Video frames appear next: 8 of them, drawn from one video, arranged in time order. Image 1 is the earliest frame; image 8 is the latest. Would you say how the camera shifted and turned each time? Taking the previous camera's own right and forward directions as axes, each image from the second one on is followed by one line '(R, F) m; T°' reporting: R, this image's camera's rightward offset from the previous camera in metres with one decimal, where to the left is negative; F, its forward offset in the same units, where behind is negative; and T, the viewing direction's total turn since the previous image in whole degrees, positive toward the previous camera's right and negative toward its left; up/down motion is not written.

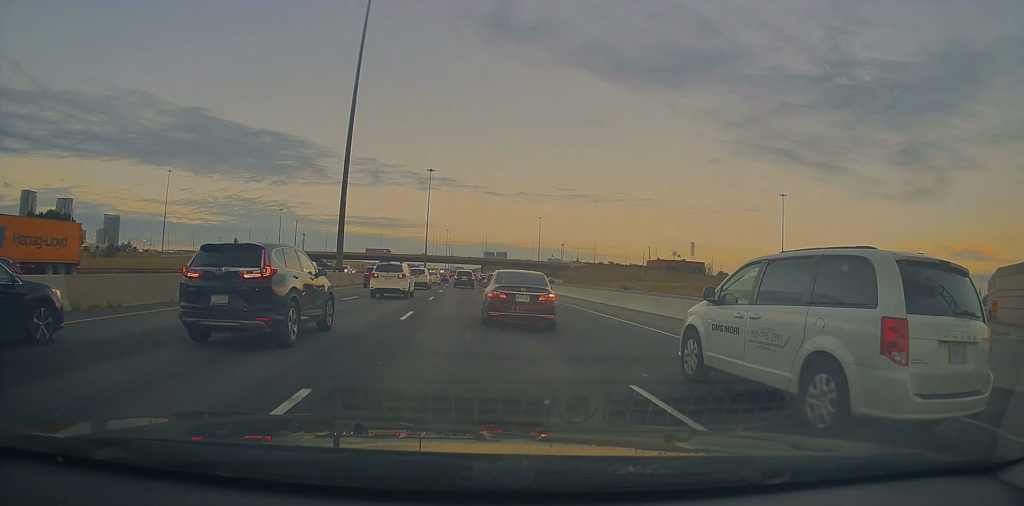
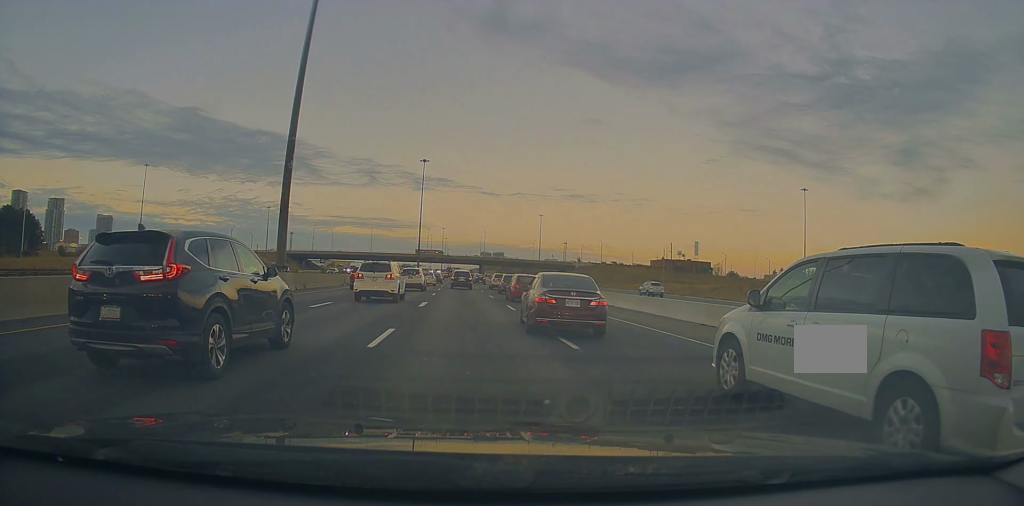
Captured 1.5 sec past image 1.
(+0.1, +18.2) m; +1°
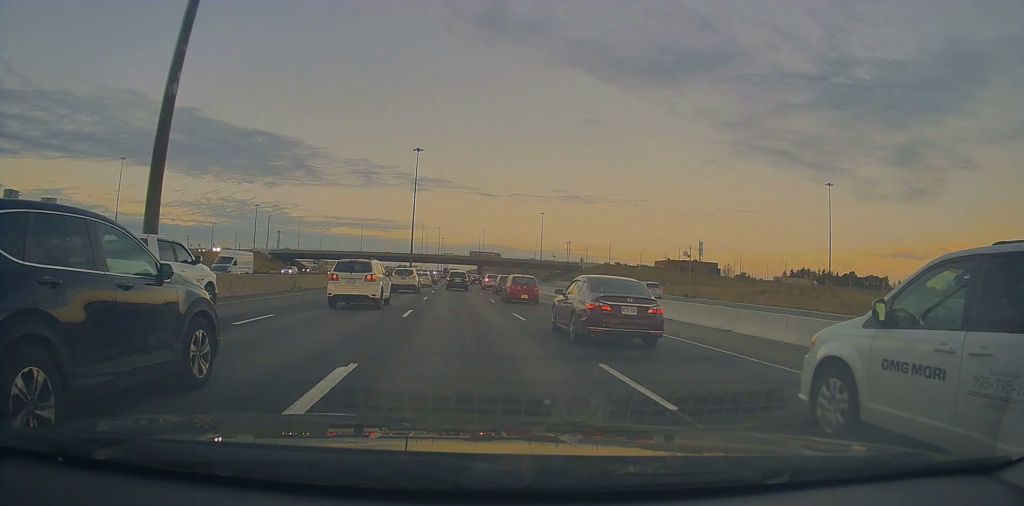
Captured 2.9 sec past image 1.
(+0.2, +17.6) m; 0°
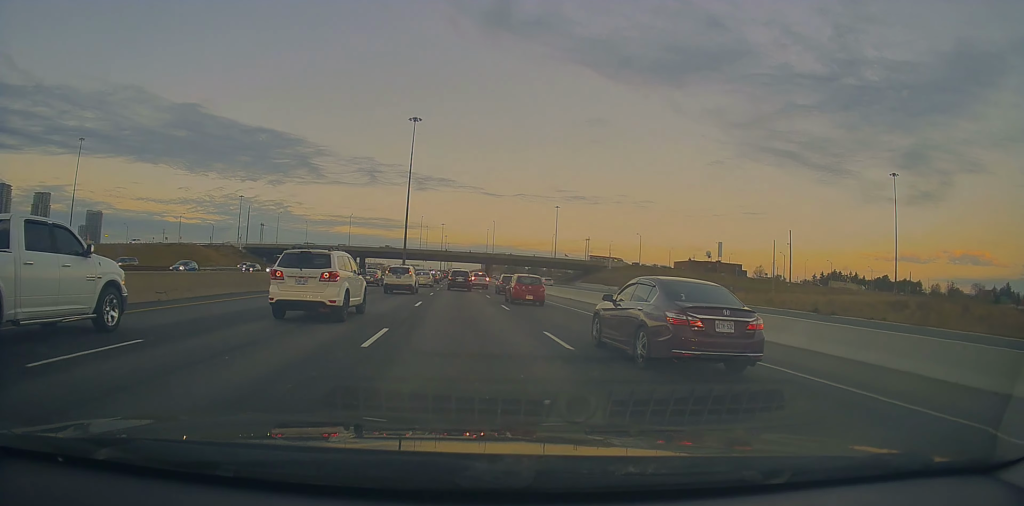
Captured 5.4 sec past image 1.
(-1.0, +31.8) m; -1°
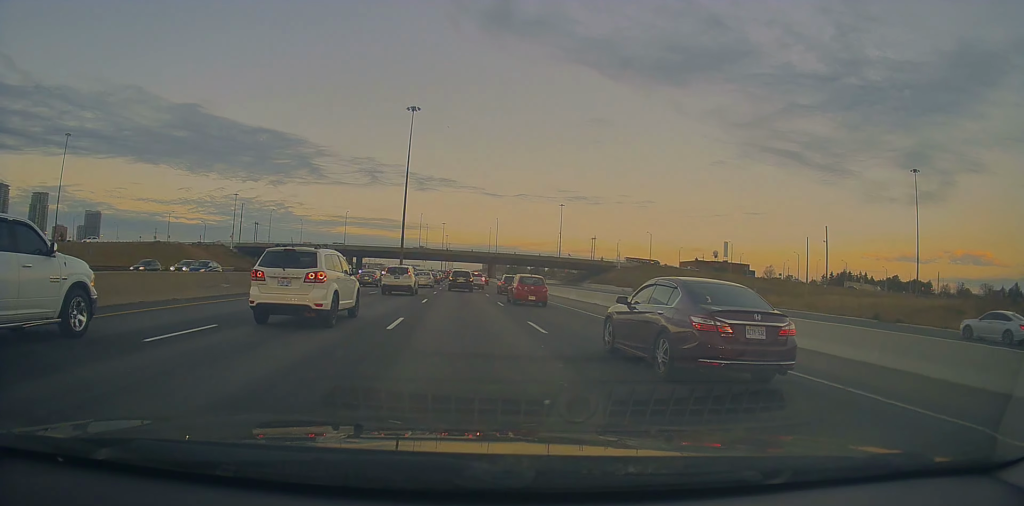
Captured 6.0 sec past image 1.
(+0.4, +9.2) m; +2°
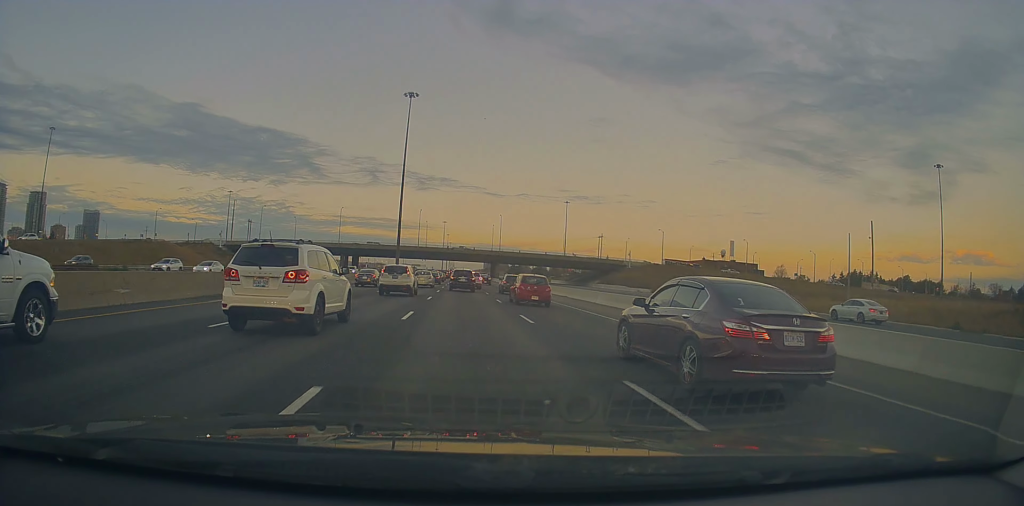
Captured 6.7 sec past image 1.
(+0.2, +9.7) m; +1°
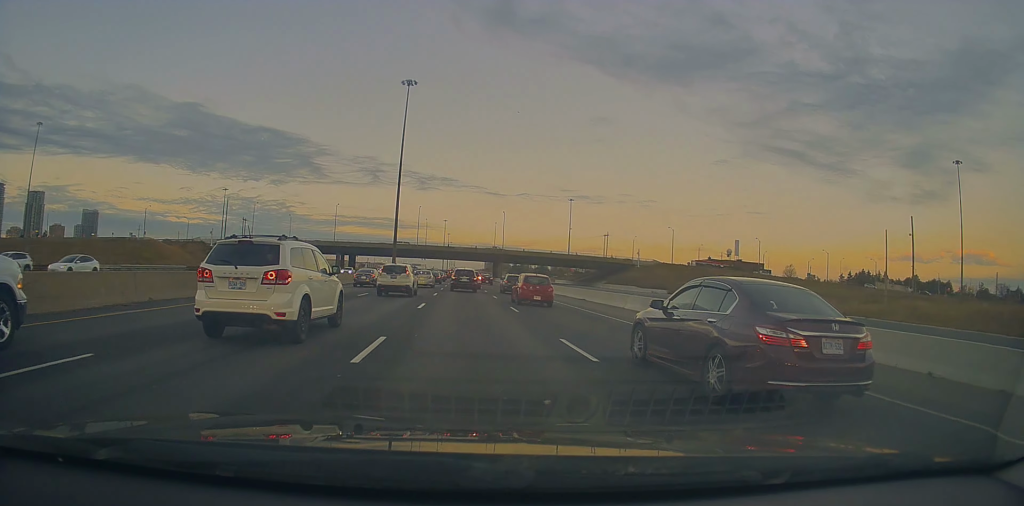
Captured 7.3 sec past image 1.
(0.0, +7.4) m; 0°
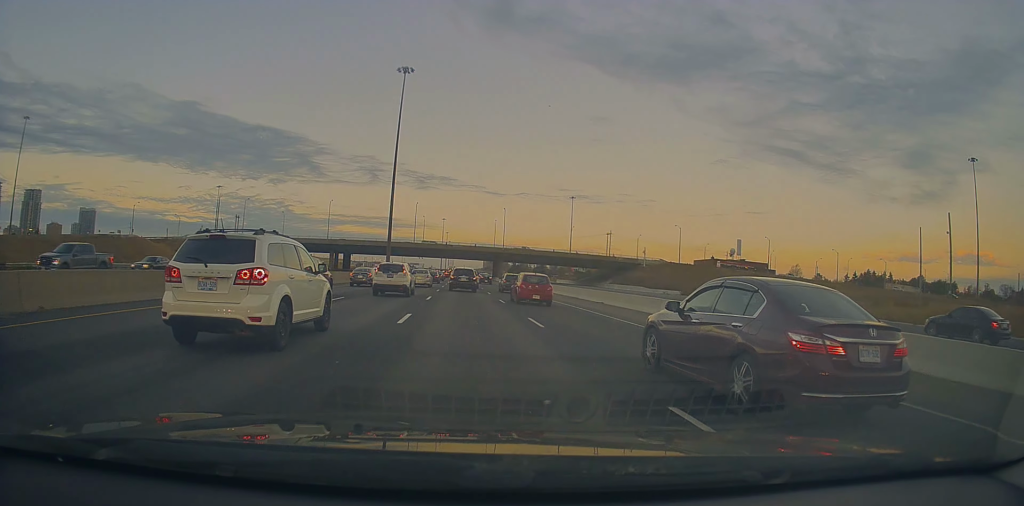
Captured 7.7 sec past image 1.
(0.0, +6.5) m; -1°
